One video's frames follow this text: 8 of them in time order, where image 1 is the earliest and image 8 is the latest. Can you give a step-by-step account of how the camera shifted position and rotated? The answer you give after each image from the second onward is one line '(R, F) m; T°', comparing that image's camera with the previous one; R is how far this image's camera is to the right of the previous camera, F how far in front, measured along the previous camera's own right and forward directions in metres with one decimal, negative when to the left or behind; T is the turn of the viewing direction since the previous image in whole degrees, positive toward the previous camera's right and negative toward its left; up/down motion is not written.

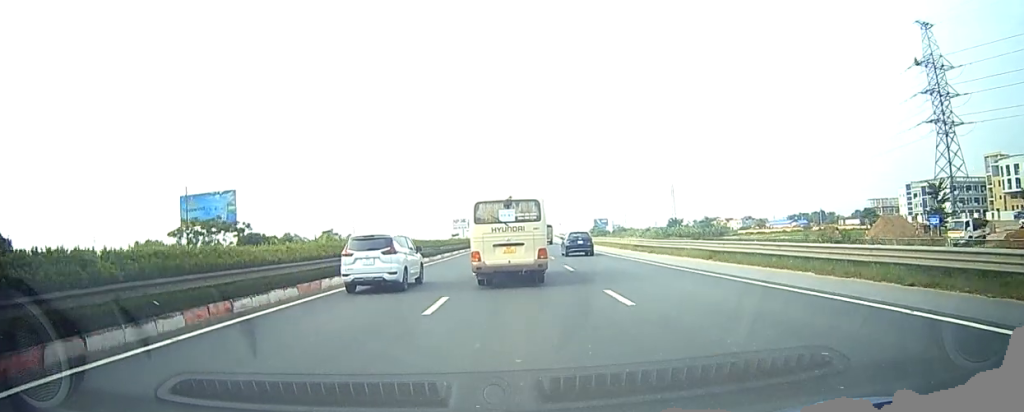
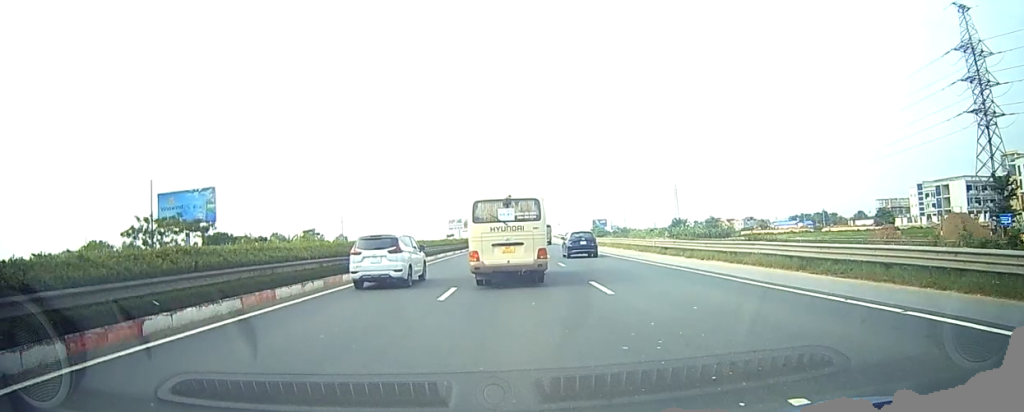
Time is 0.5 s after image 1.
(0.0, +11.0) m; 0°
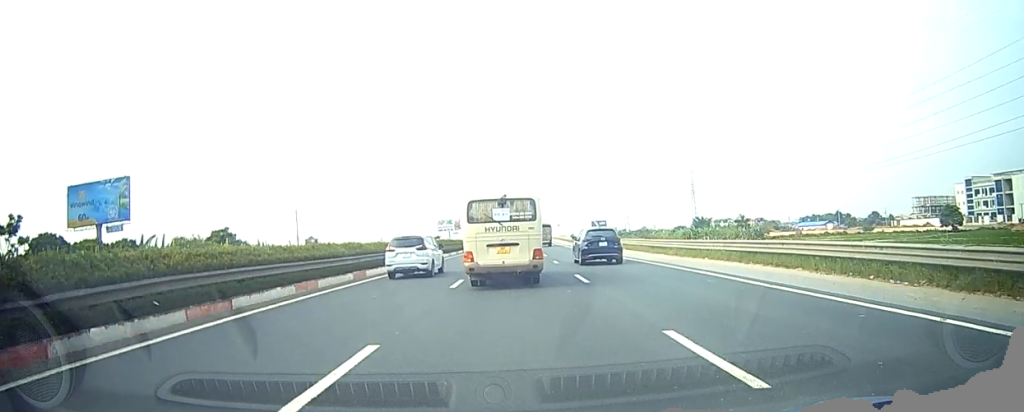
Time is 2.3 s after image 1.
(+0.2, +39.2) m; +1°
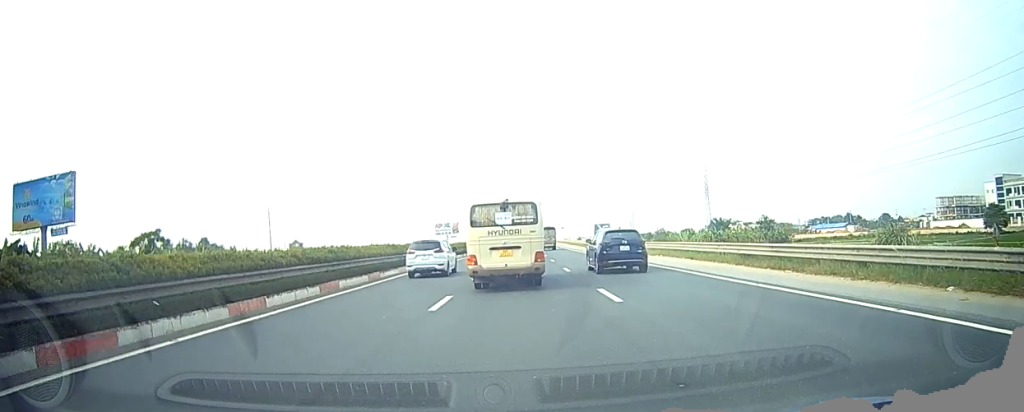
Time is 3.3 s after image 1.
(0.0, +20.9) m; 0°
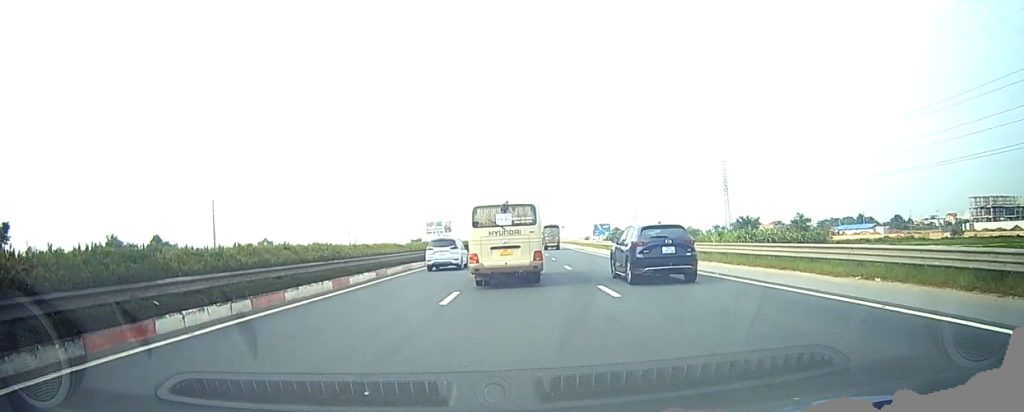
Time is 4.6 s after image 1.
(0.0, +26.4) m; 0°
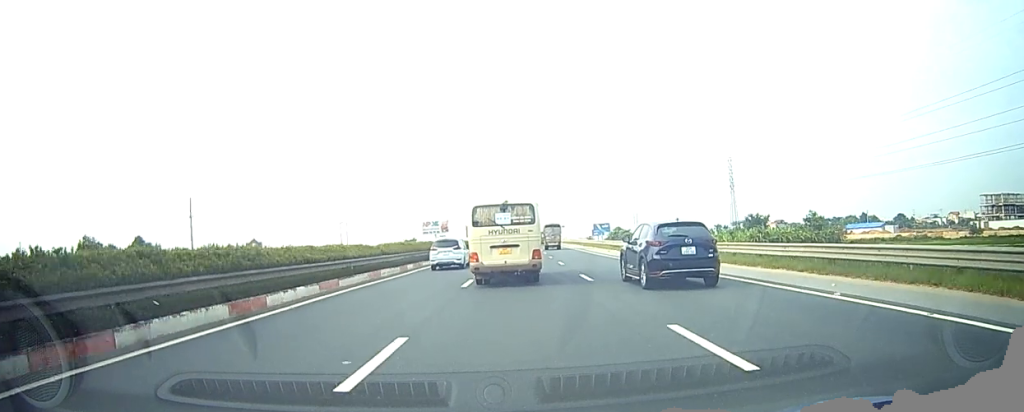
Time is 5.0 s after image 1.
(+0.1, +7.2) m; 0°
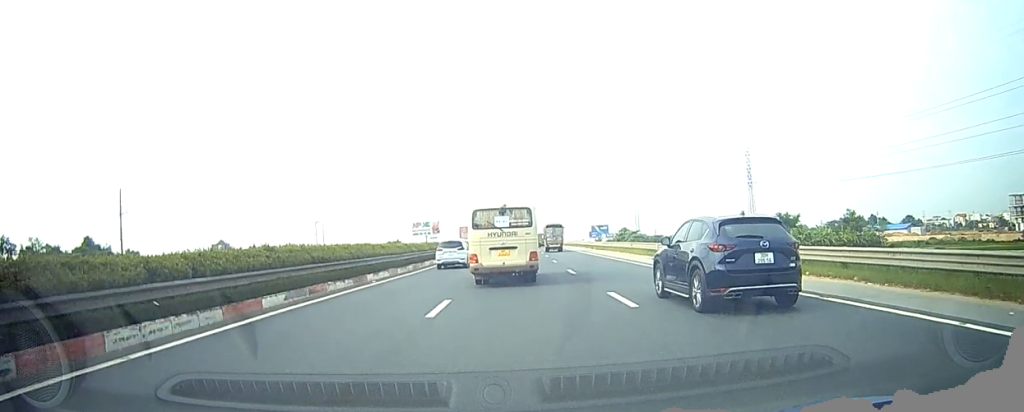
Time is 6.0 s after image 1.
(-0.1, +16.9) m; -1°
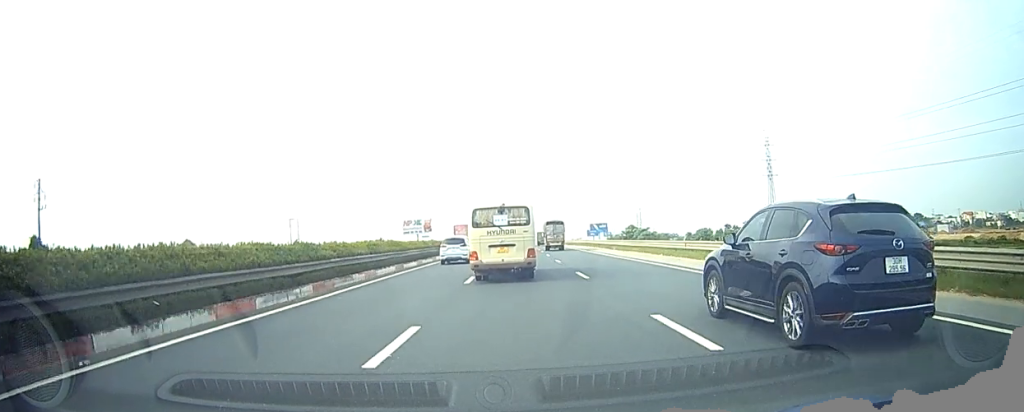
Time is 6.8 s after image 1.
(-0.1, +14.1) m; 0°
